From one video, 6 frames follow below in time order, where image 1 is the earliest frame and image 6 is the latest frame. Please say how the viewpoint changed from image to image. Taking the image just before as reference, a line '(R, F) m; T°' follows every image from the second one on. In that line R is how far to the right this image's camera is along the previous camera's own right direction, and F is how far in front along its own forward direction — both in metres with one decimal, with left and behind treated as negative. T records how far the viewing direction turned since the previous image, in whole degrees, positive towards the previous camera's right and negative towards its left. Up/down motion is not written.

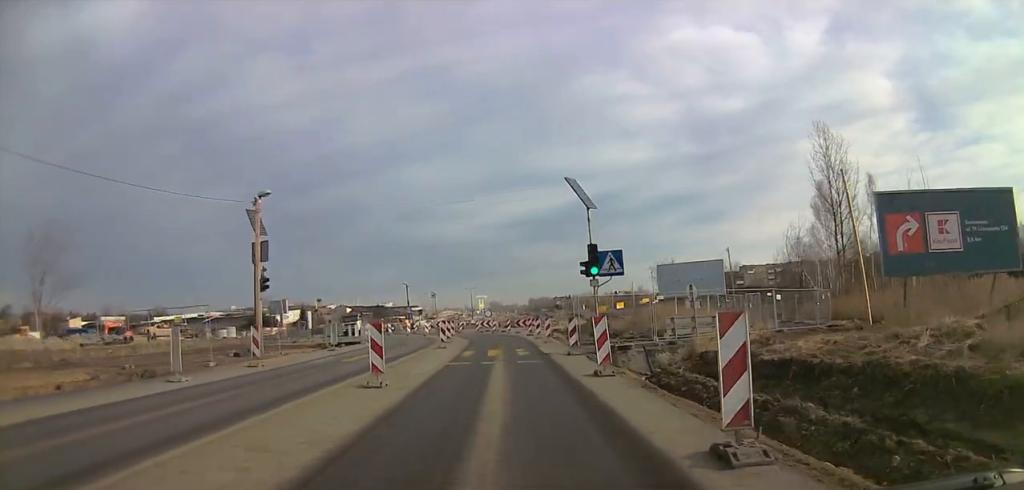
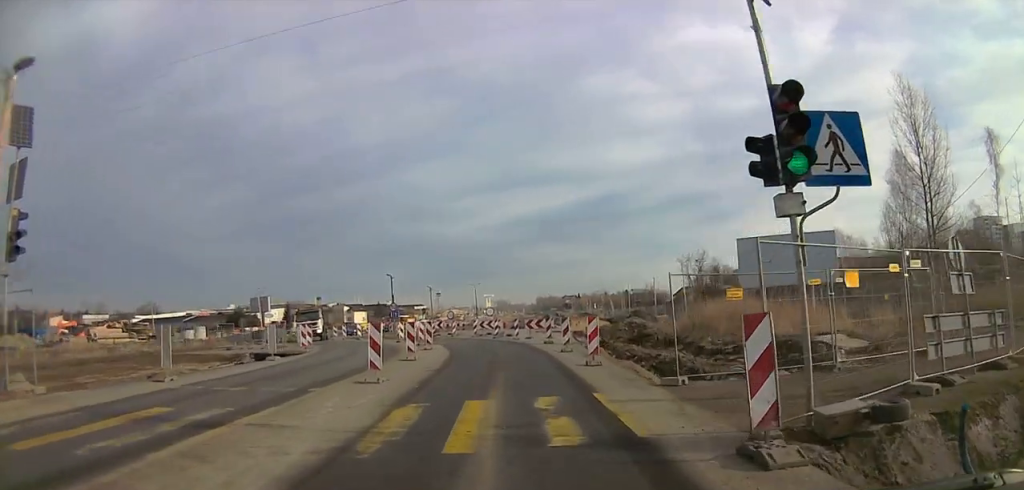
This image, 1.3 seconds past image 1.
(-1.5, +16.8) m; -4°
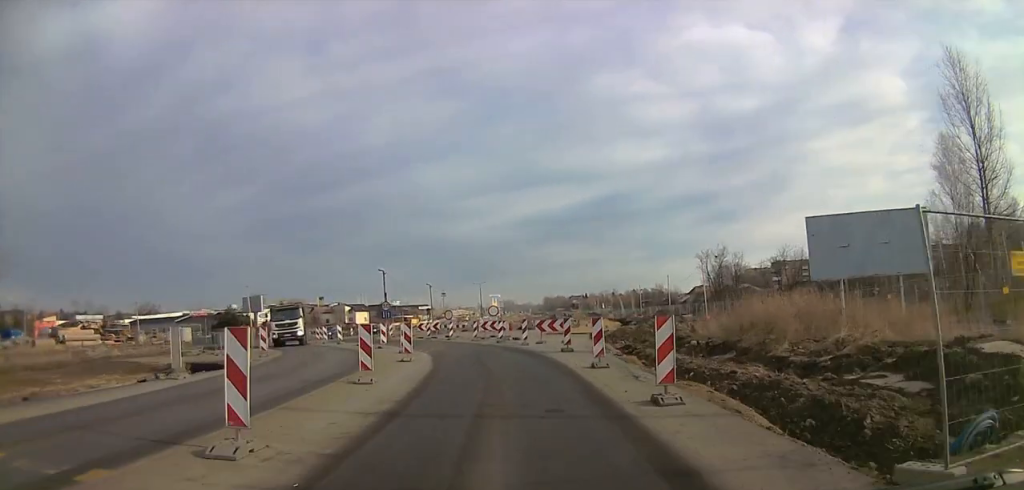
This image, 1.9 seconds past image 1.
(+0.5, +7.8) m; +4°
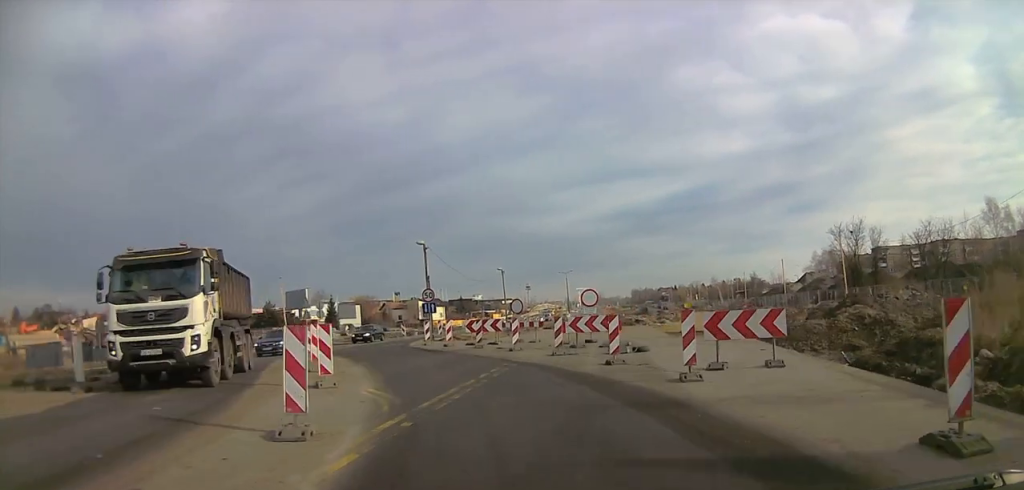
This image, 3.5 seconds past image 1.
(-0.1, +20.5) m; -13°
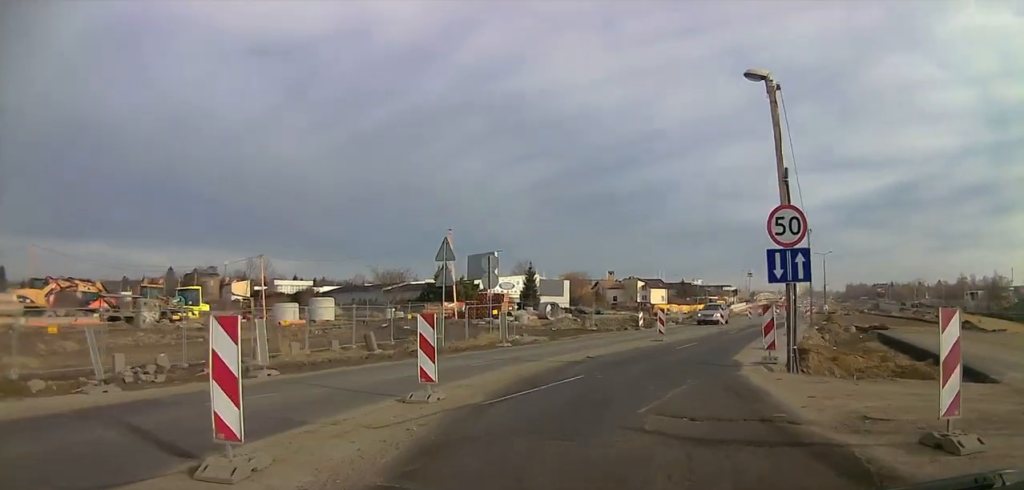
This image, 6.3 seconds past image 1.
(-4.8, +29.6) m; -5°
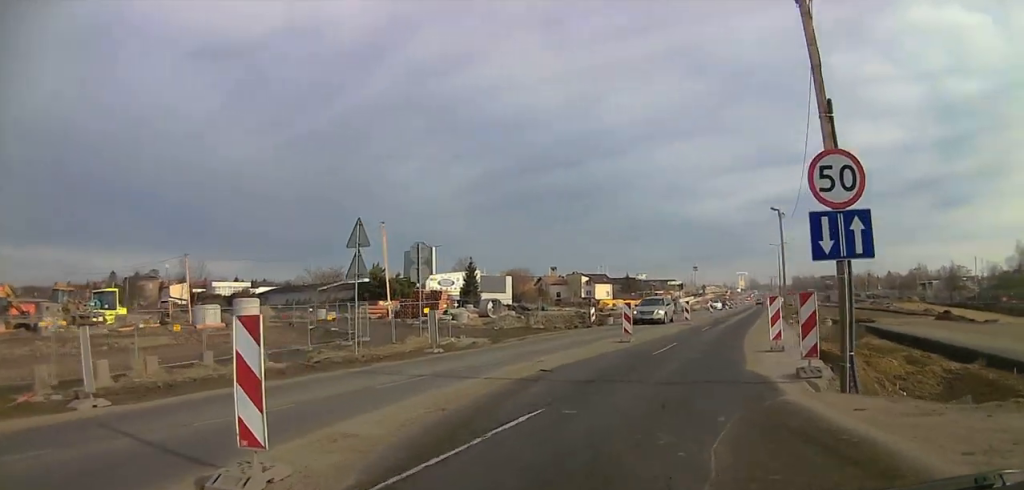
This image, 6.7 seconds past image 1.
(0.0, +4.7) m; 0°
